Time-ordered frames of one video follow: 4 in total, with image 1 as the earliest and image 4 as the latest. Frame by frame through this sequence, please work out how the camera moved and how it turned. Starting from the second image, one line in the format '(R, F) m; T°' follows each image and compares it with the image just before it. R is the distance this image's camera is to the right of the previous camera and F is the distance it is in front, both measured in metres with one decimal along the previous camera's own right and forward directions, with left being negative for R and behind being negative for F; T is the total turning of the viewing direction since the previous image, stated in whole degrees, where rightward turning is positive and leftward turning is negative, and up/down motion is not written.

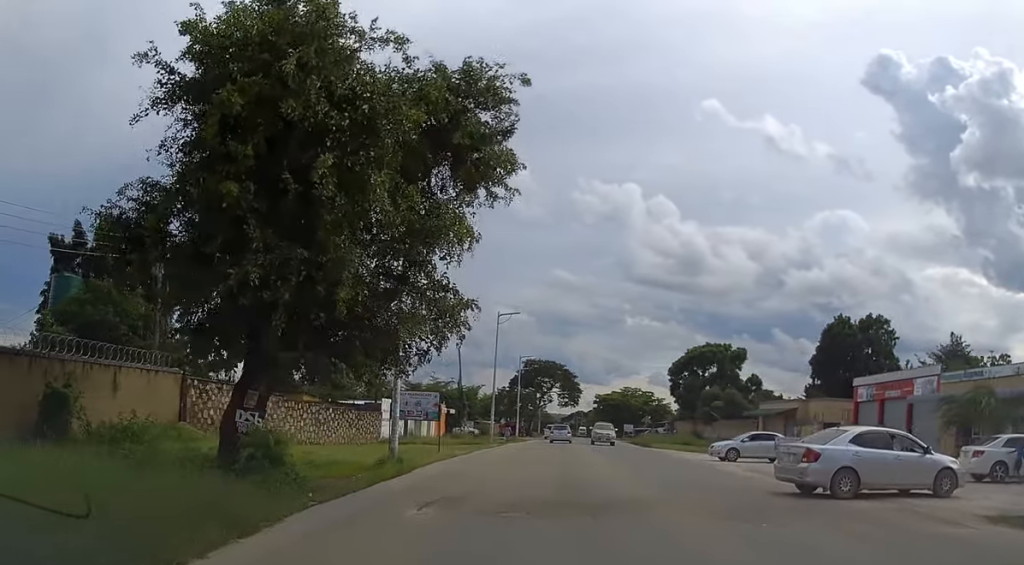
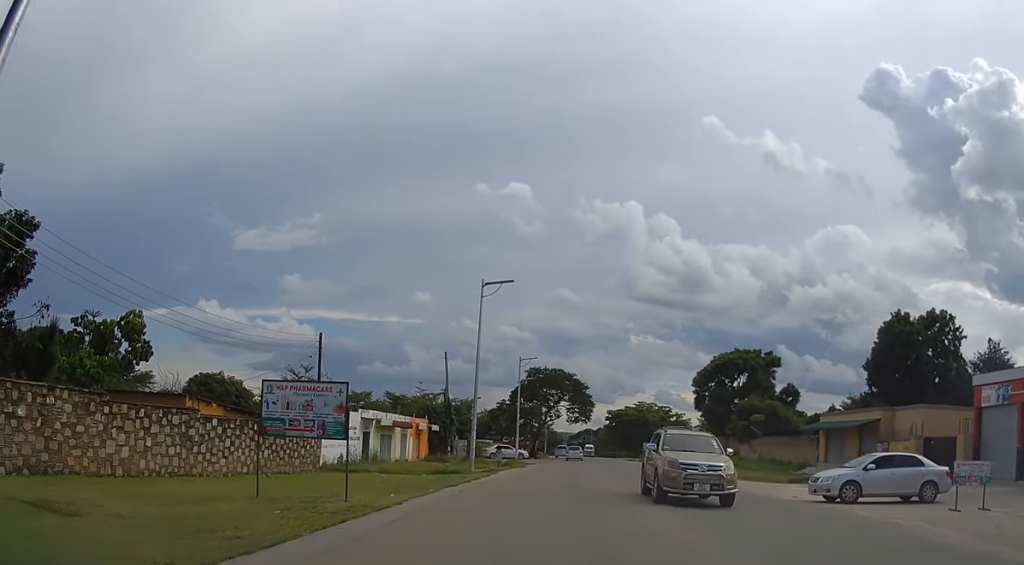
(0.0, +14.7) m; -1°
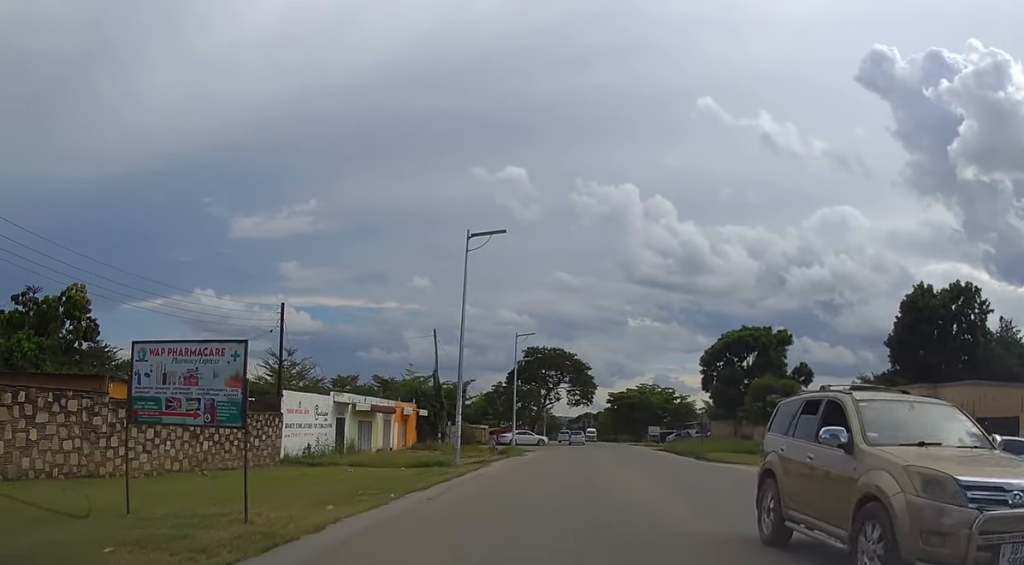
(0.0, +4.9) m; 0°
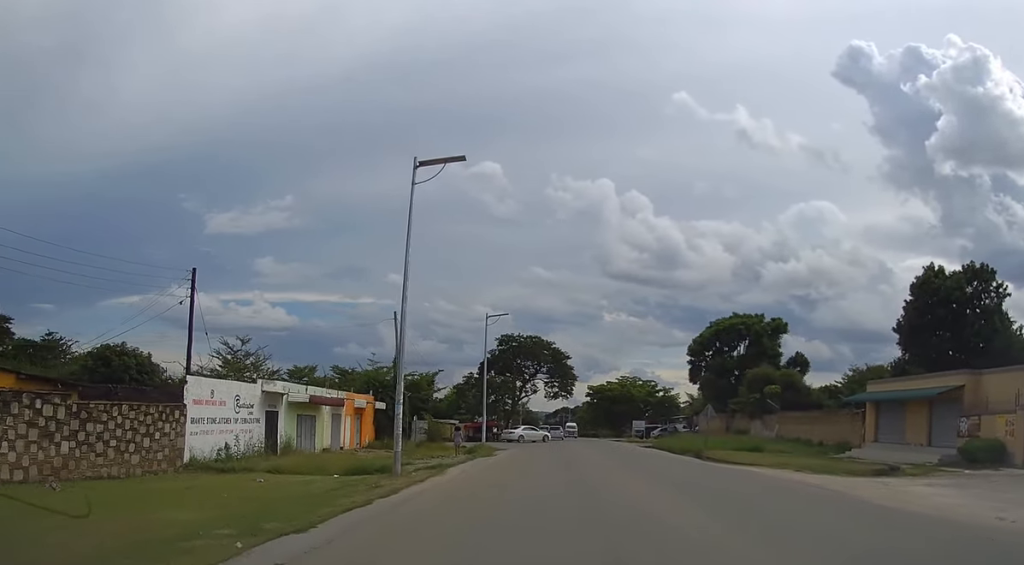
(-0.1, +6.1) m; 0°
